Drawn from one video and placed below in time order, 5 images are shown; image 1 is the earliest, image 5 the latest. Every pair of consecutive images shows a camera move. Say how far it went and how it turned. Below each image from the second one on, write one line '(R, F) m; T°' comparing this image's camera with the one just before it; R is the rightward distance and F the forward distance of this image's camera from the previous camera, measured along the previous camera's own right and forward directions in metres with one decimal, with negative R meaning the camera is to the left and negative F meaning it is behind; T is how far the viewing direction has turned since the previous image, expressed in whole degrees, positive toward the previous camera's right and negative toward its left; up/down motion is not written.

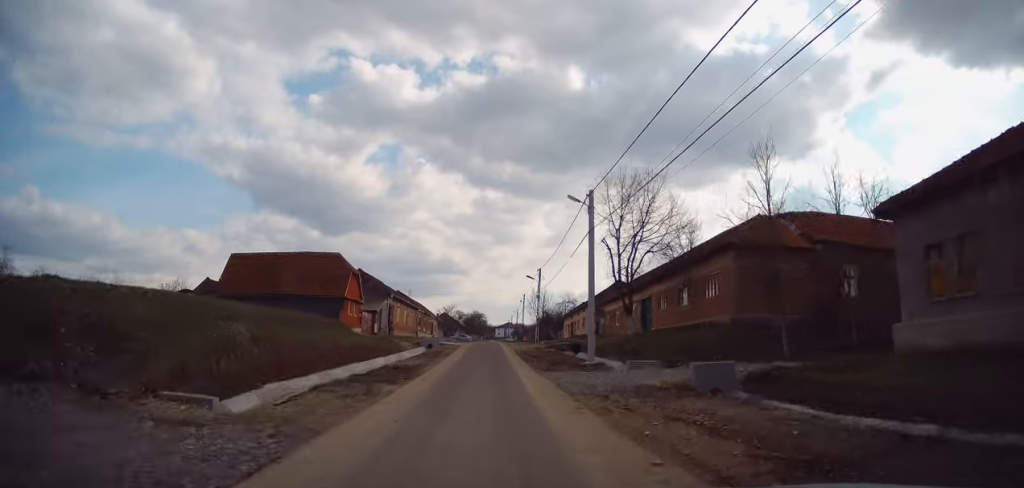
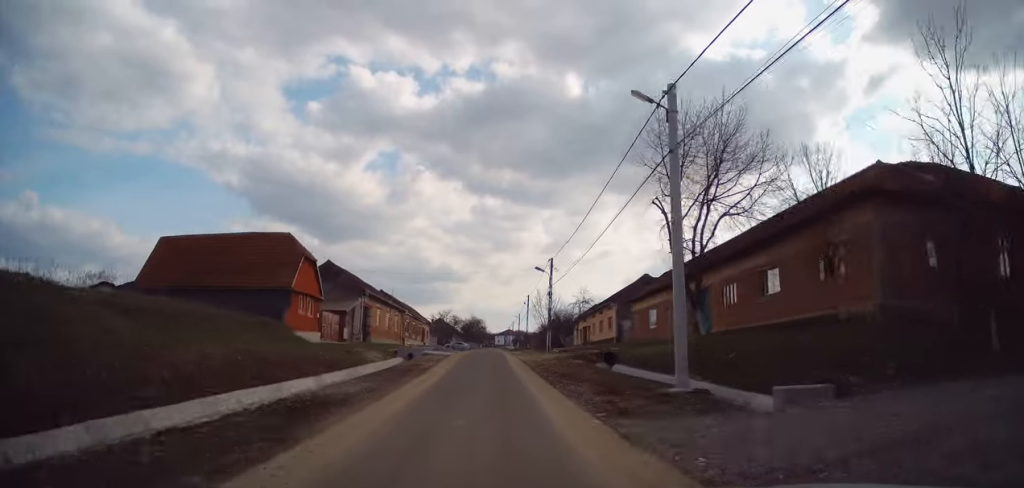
(-0.1, +11.1) m; 0°
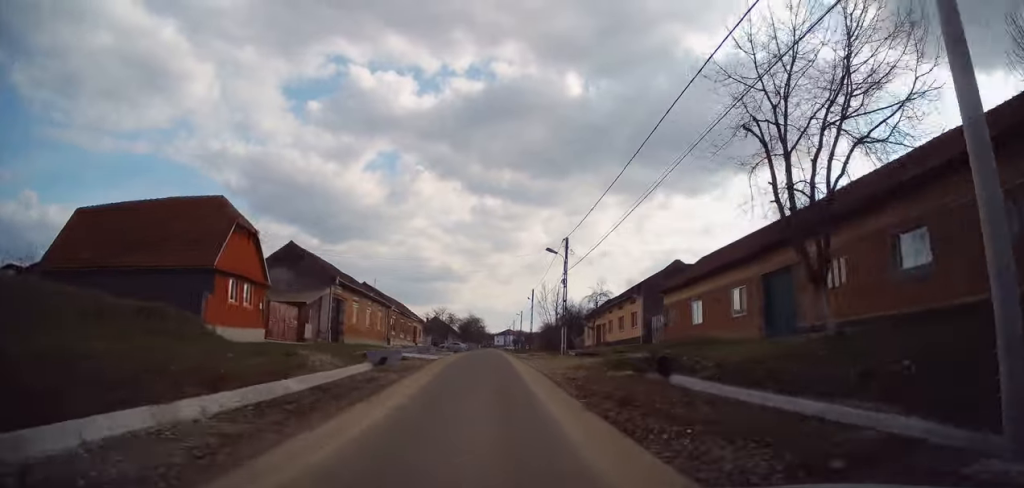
(-0.1, +9.1) m; +1°
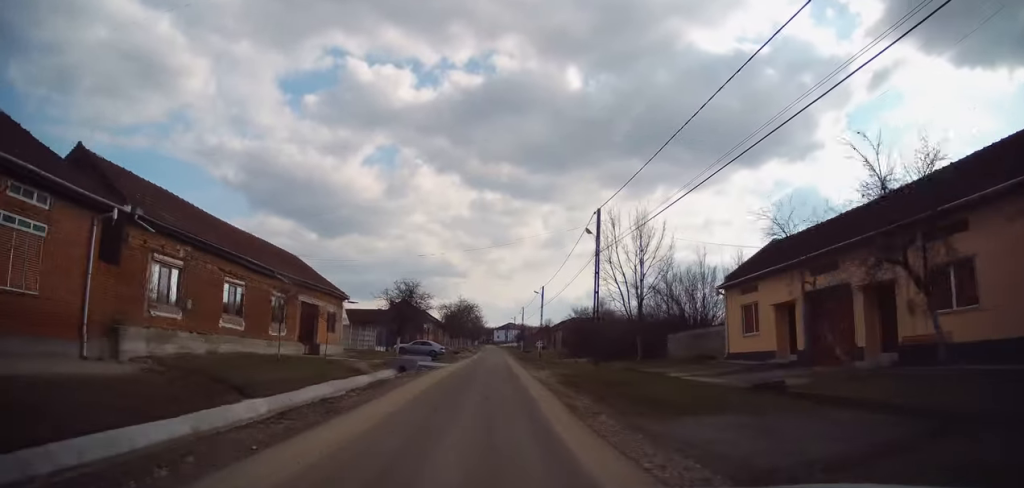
(+0.2, +44.8) m; 0°
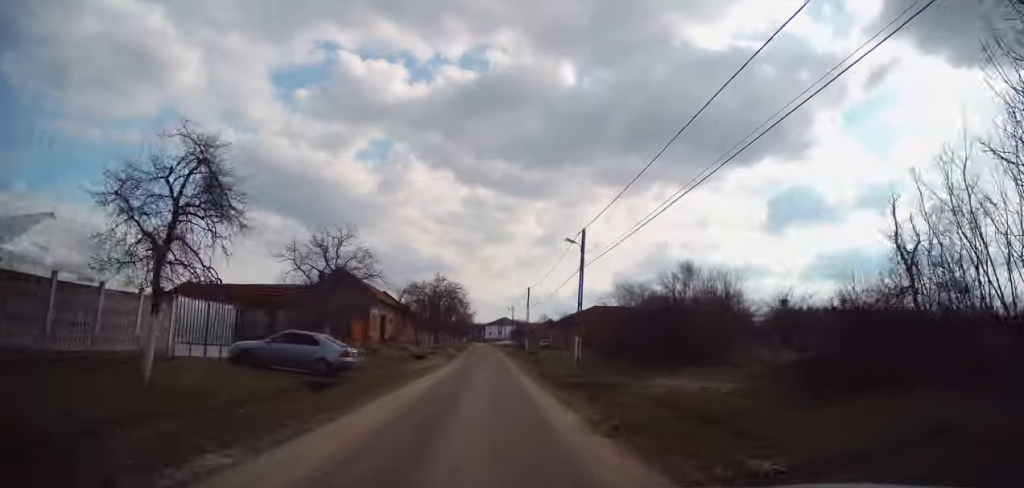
(+0.5, +31.1) m; +1°
